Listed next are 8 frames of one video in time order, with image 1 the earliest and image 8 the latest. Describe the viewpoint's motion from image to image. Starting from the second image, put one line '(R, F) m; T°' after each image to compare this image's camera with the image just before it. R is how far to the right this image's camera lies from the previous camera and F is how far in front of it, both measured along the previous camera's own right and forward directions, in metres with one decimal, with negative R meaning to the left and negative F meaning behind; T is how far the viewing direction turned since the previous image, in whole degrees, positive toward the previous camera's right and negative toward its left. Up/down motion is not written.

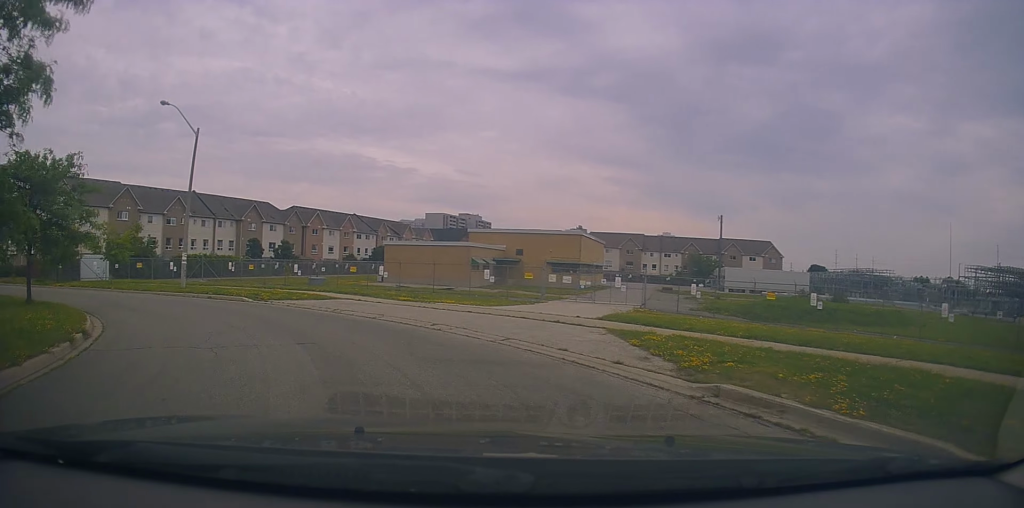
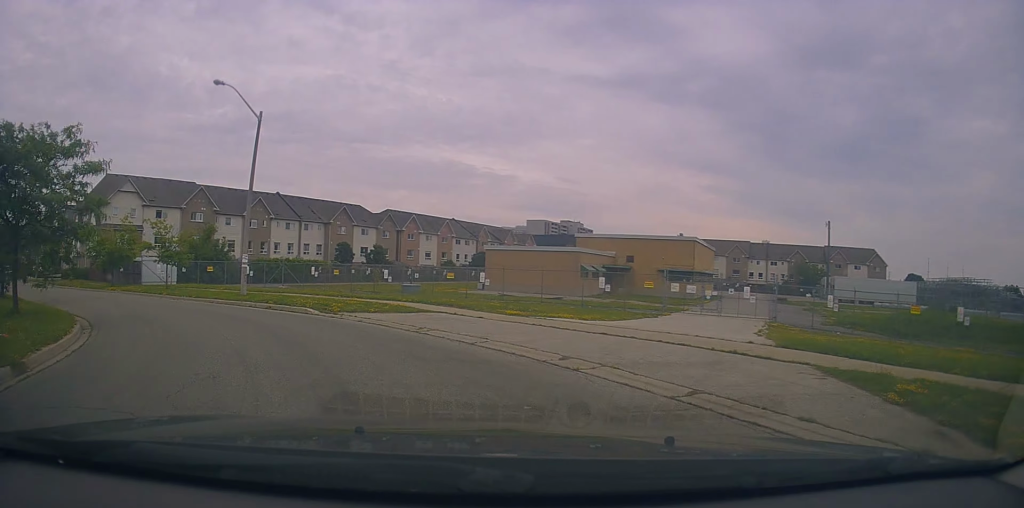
(-0.2, +4.8) m; -9°
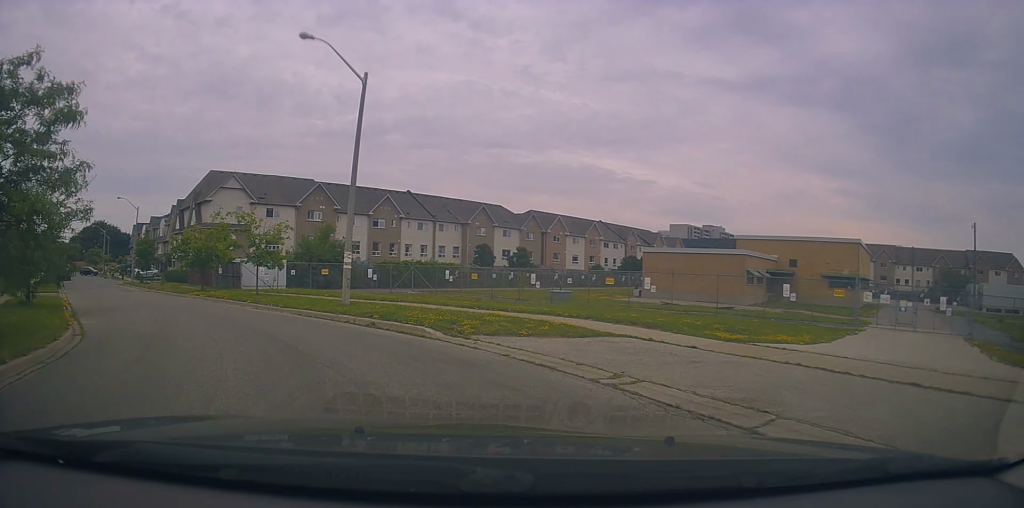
(-0.8, +6.3) m; -12°
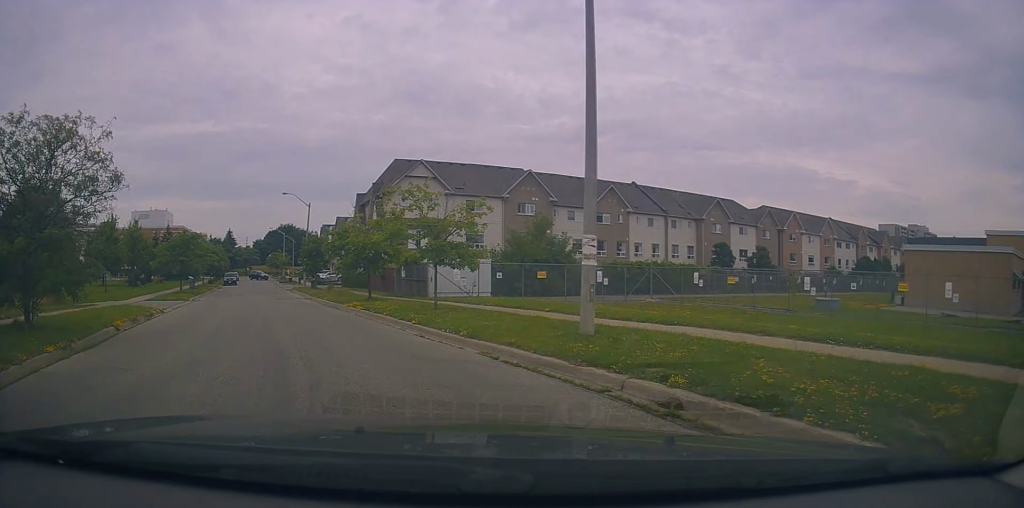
(-1.3, +9.6) m; -19°
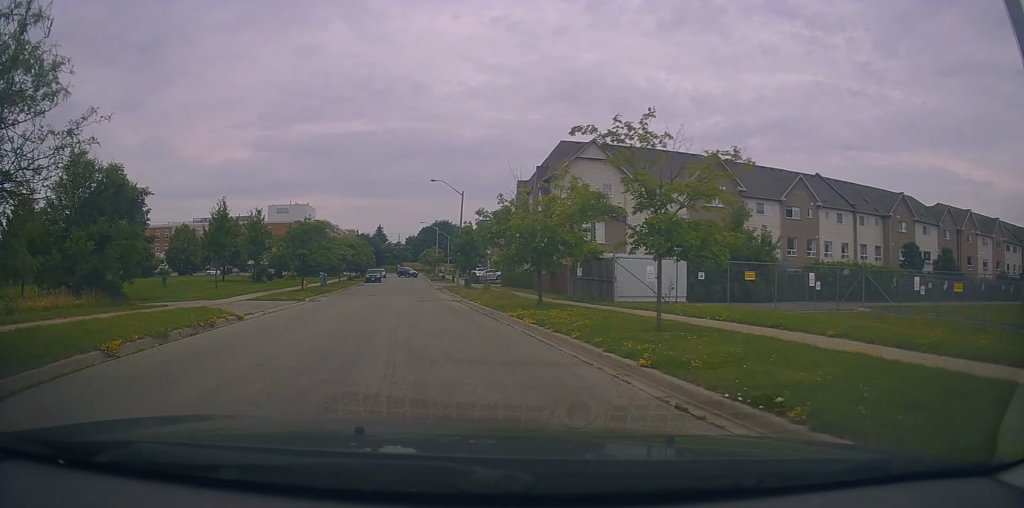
(-1.2, +7.1) m; -17°
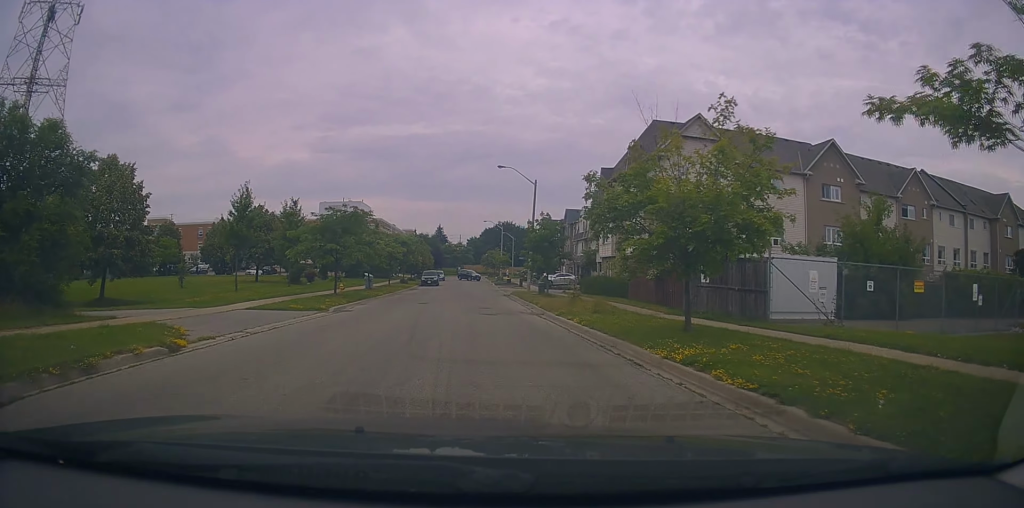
(-1.3, +8.1) m; -10°
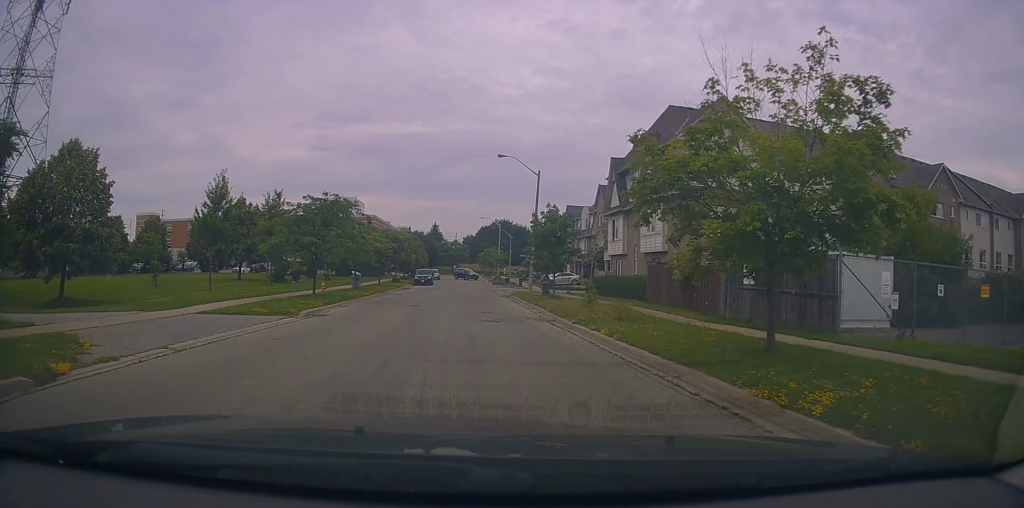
(-0.1, +4.0) m; -1°
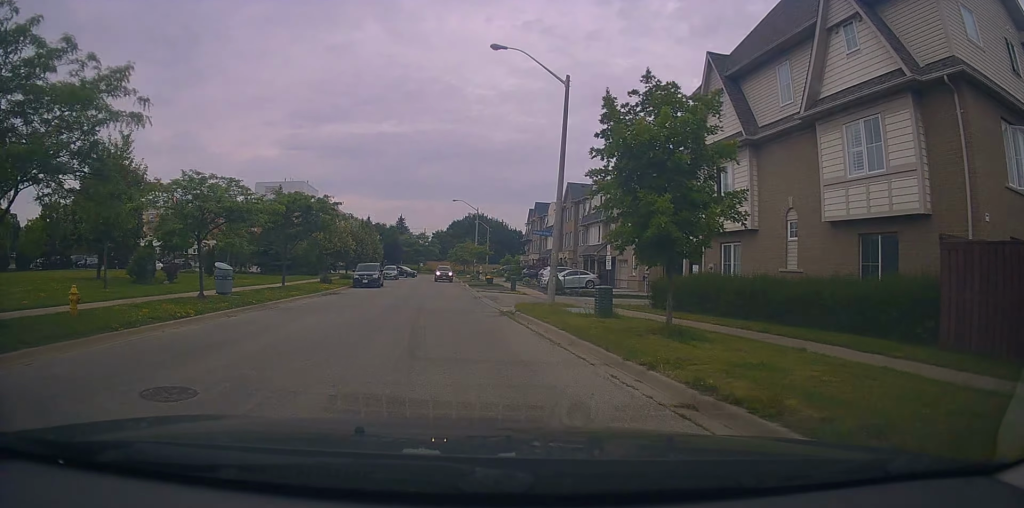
(+0.2, +20.9) m; +3°
